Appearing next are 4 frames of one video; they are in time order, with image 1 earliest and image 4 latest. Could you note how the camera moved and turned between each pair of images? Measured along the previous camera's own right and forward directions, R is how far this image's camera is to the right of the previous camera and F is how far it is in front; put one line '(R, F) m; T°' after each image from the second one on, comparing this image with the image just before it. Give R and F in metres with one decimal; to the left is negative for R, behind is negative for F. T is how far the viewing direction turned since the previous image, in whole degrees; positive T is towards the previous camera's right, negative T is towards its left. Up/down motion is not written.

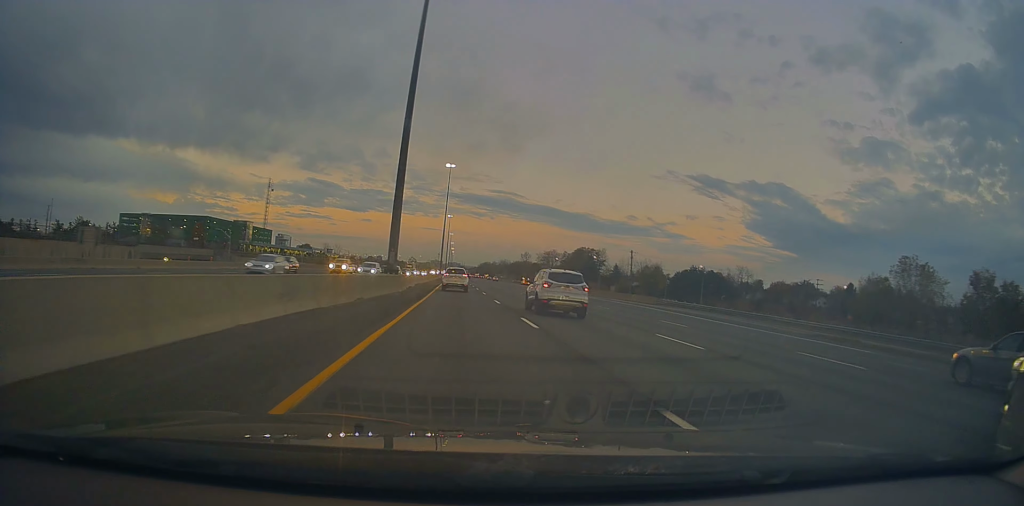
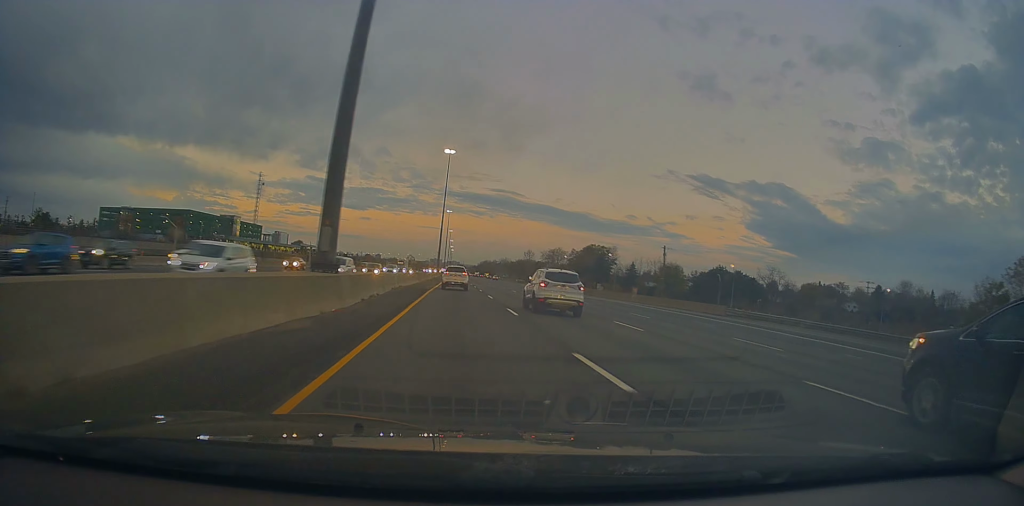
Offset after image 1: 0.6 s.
(-0.1, +19.7) m; 0°
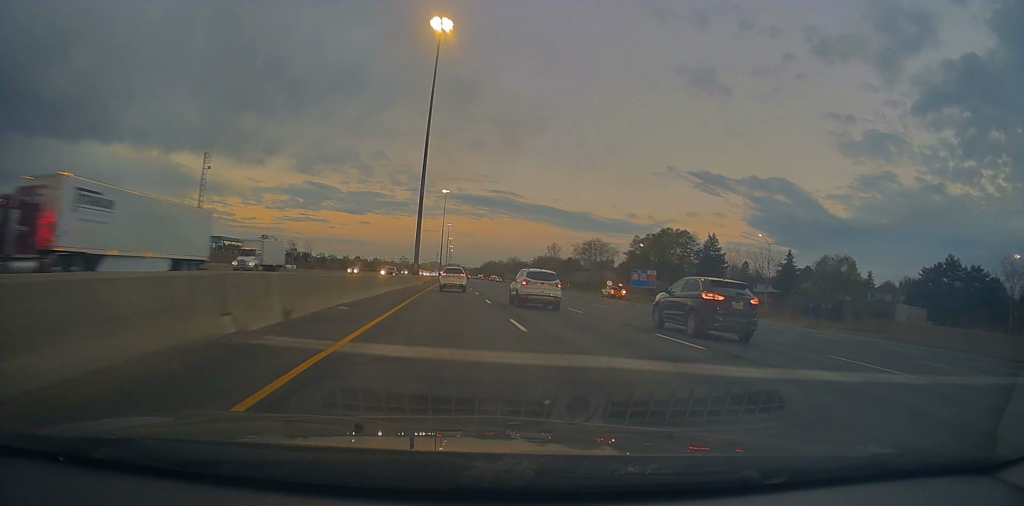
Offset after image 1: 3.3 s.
(+0.9, +88.2) m; +1°
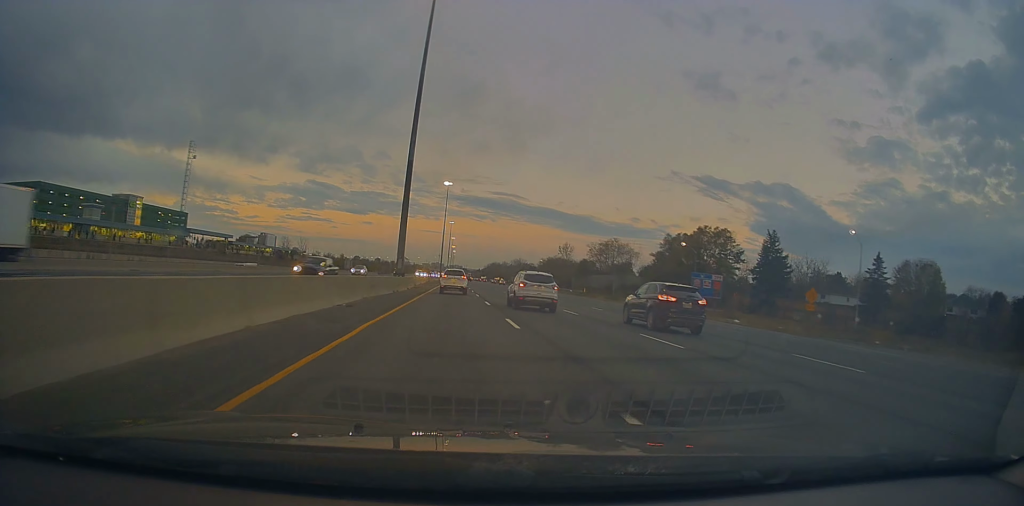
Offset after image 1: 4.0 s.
(-0.3, +23.0) m; -1°
